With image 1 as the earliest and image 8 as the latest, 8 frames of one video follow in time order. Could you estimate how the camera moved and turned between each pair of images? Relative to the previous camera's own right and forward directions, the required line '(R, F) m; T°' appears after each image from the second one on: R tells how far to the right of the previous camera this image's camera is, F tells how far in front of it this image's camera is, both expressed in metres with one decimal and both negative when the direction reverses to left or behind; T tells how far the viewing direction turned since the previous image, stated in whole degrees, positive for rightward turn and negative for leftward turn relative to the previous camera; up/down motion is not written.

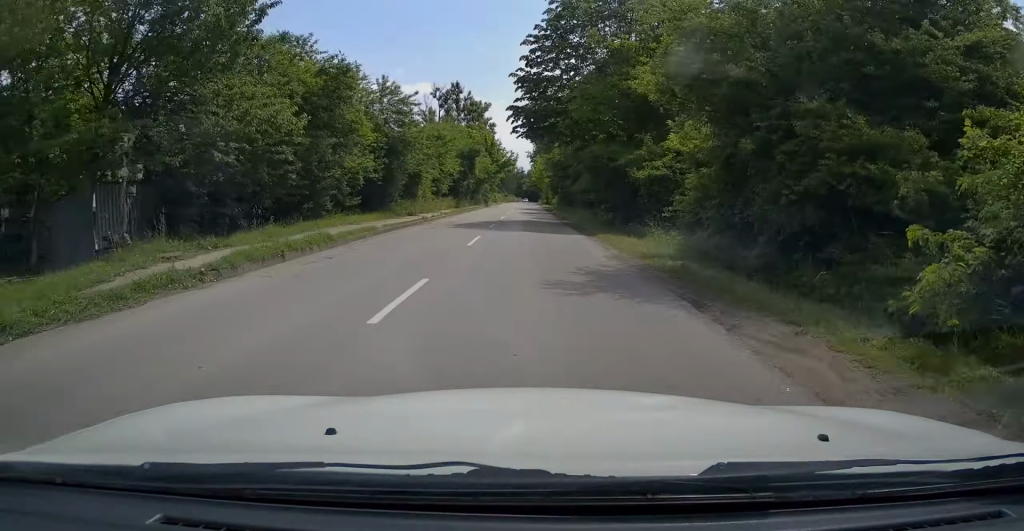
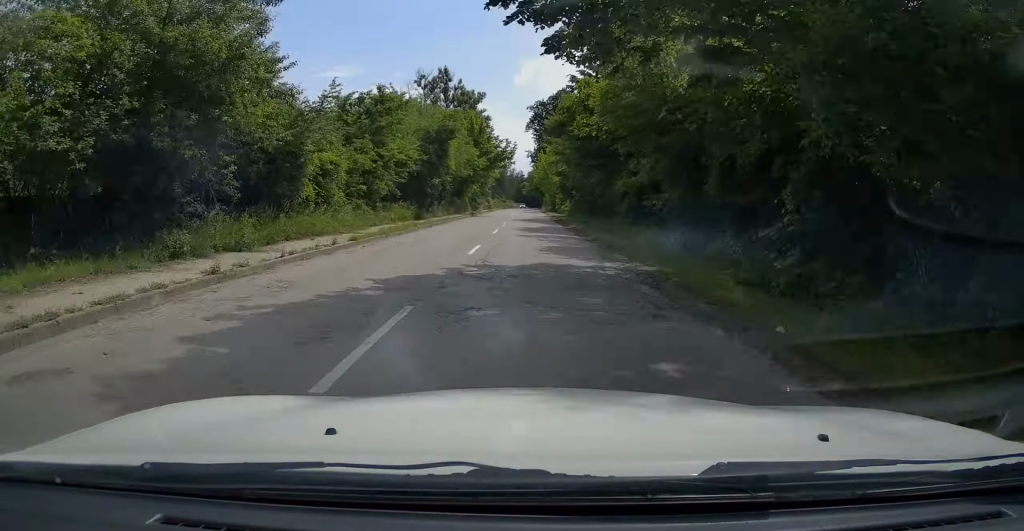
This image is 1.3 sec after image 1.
(+0.2, +19.5) m; -1°
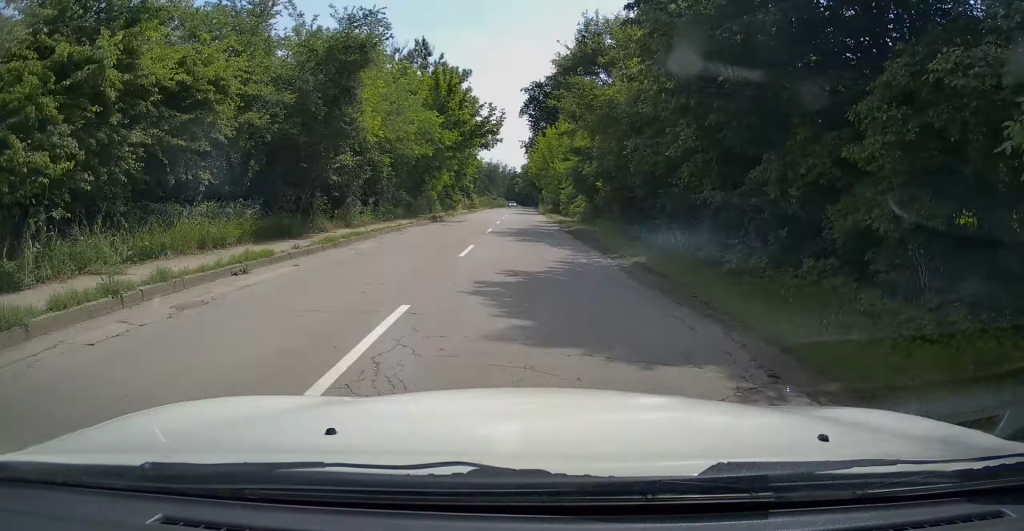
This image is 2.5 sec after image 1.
(-0.5, +18.8) m; 0°
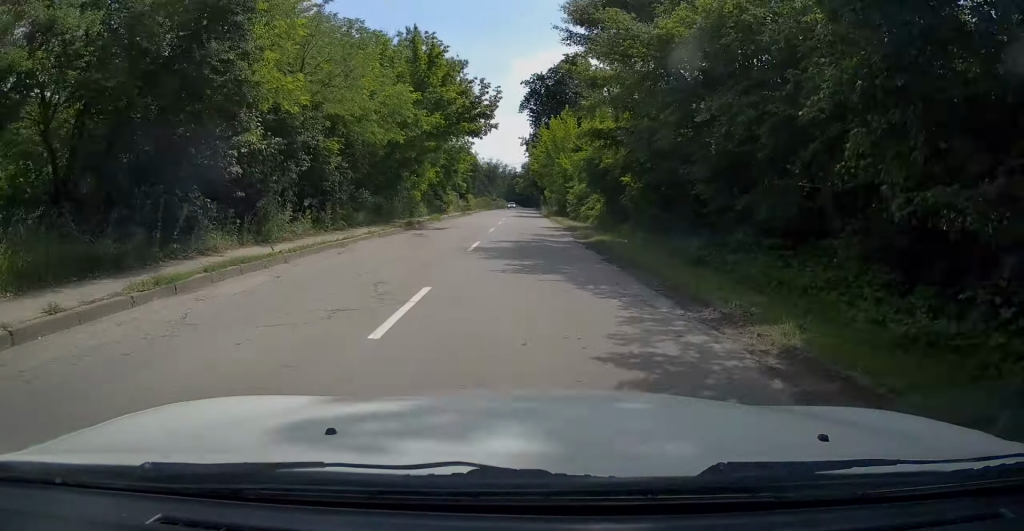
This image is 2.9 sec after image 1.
(+0.2, +7.5) m; 0°
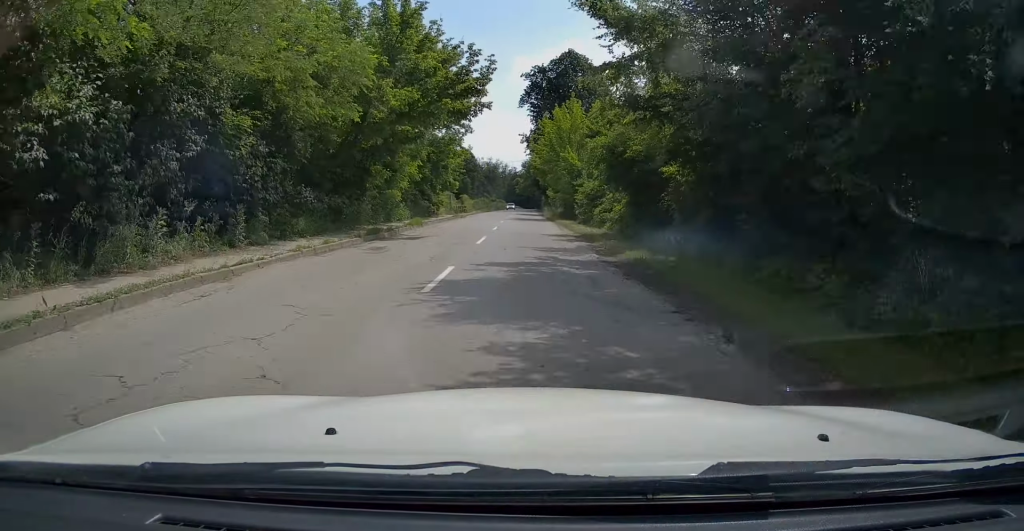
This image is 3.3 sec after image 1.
(+0.2, +6.4) m; 0°
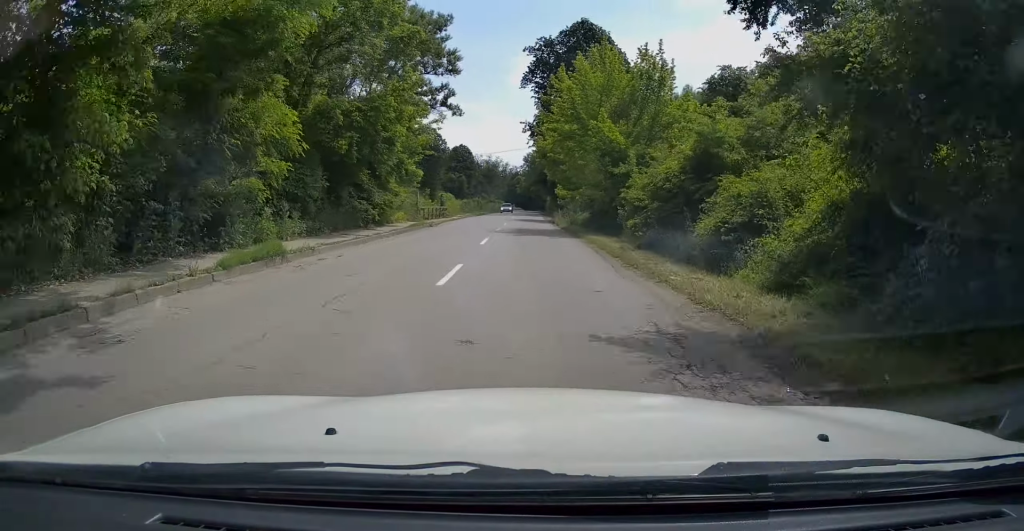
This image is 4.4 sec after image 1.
(-0.5, +17.2) m; 0°
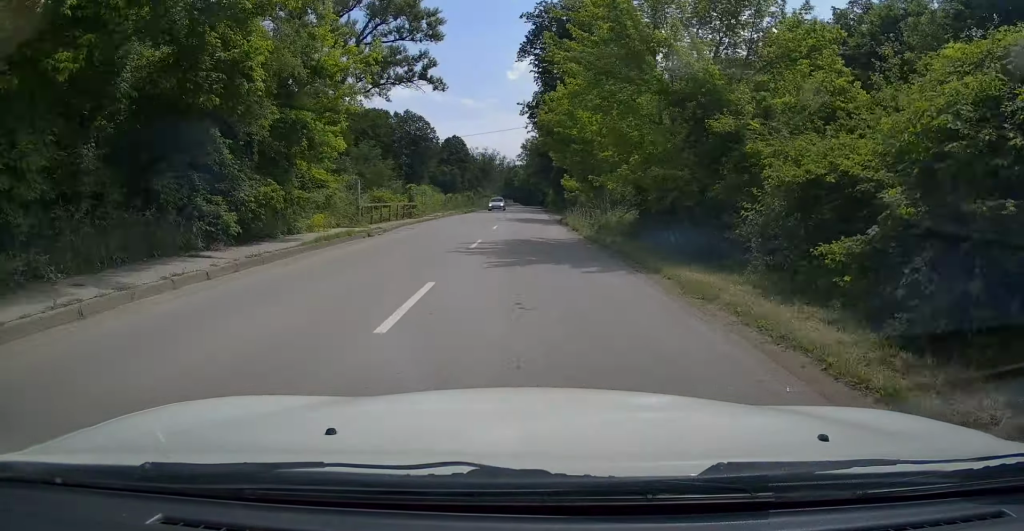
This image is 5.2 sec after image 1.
(+0.3, +12.3) m; +1°
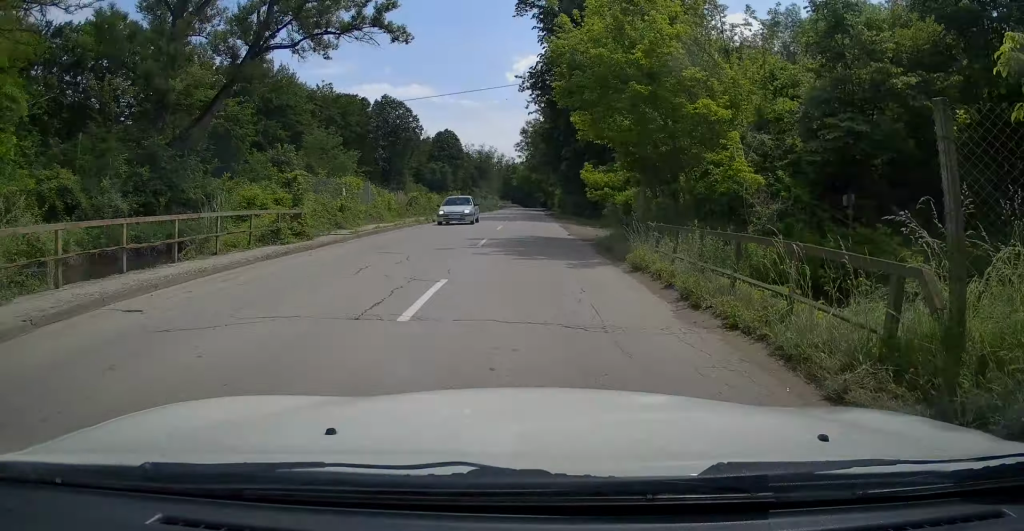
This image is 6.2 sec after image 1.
(+0.1, +17.3) m; 0°
